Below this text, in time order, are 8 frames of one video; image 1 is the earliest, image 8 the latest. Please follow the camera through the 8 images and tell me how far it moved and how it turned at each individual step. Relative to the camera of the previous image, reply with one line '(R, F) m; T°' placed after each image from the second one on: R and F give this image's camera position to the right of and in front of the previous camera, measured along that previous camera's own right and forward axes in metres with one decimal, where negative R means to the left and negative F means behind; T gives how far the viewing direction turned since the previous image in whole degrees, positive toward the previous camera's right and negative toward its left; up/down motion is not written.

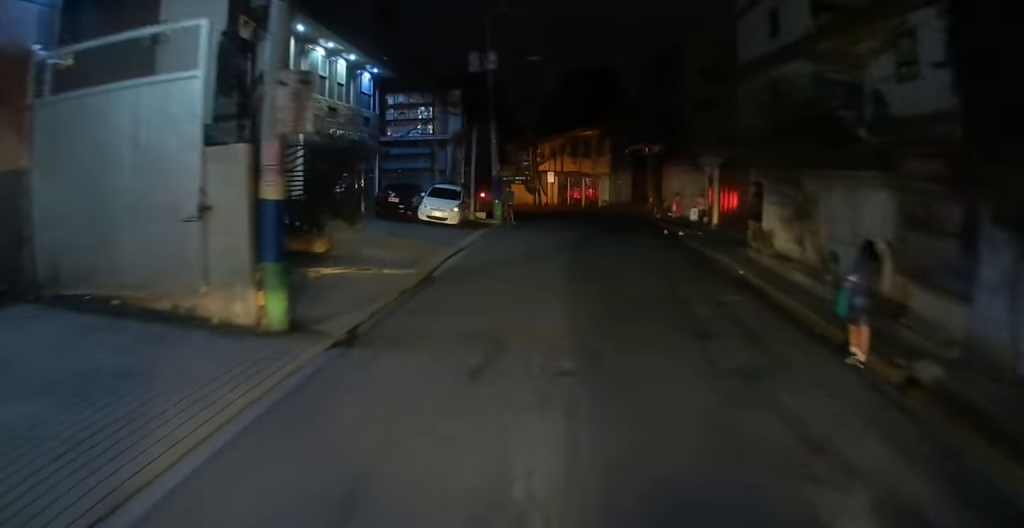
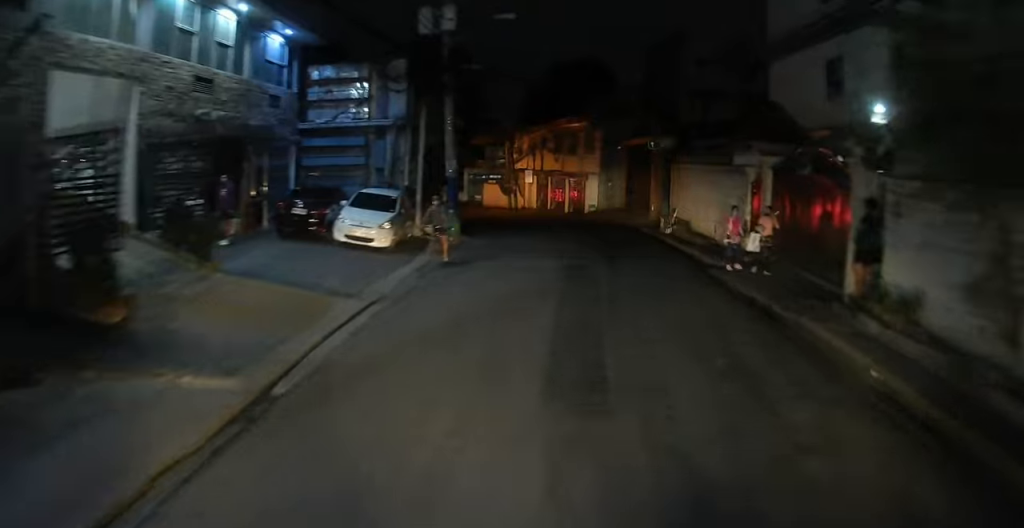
(-0.2, +6.6) m; +2°
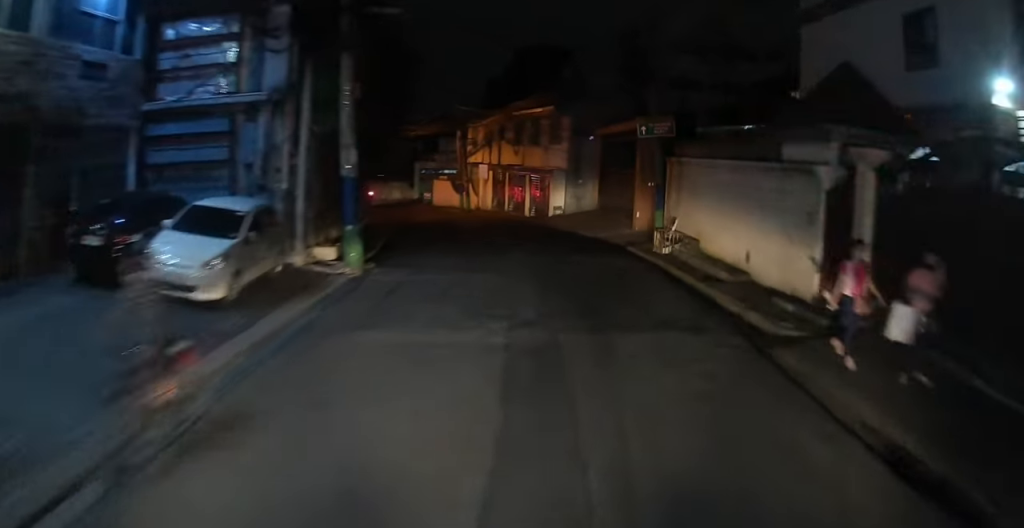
(+0.5, +6.7) m; +4°
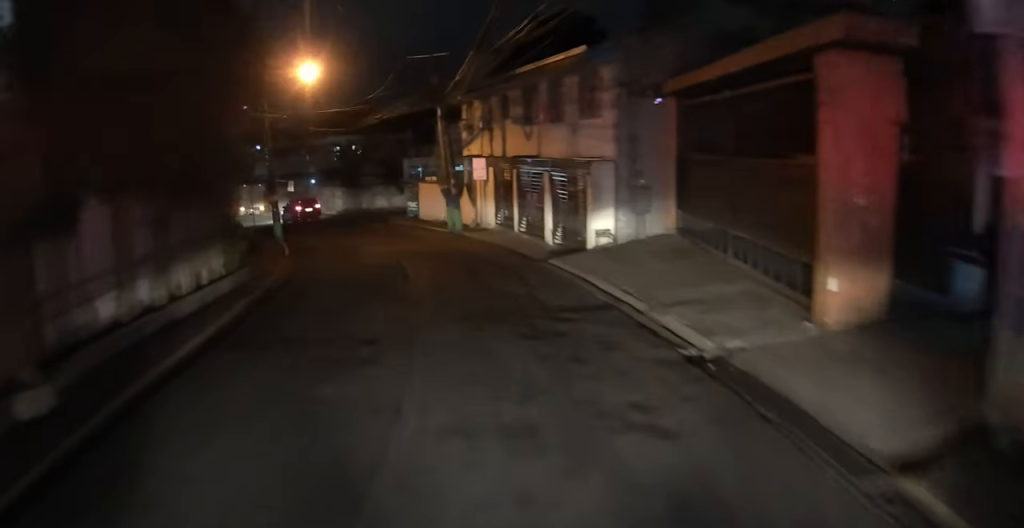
(+1.4, +15.0) m; +1°
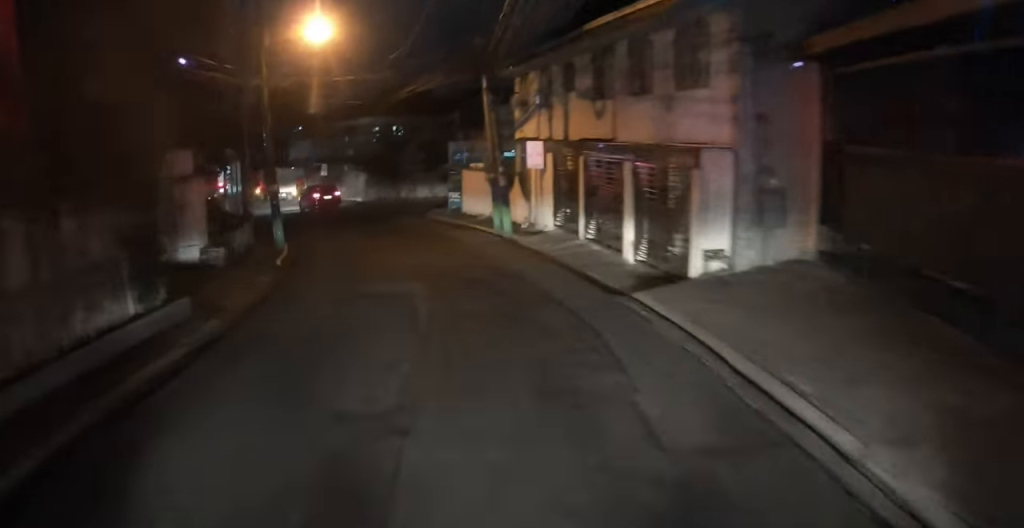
(-0.9, +5.5) m; -12°
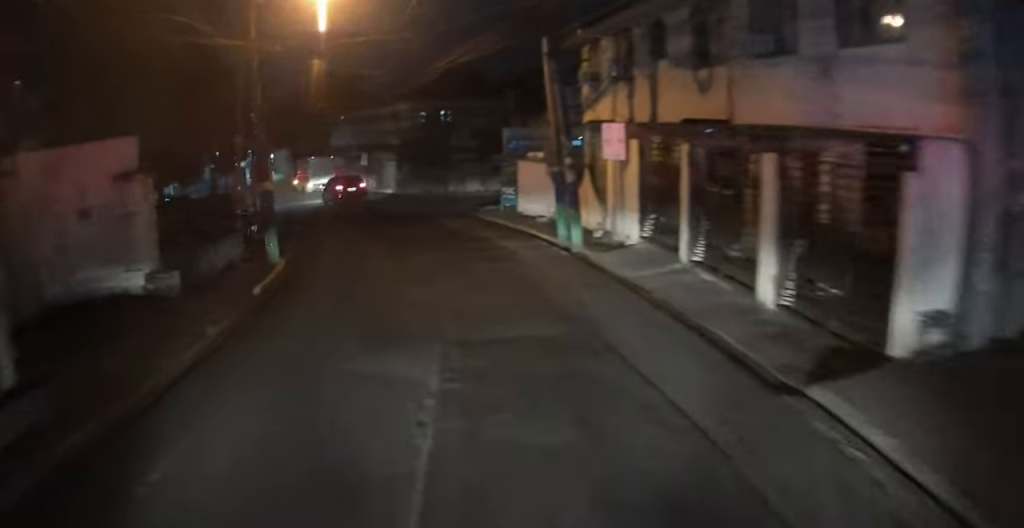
(-0.6, +5.5) m; -7°
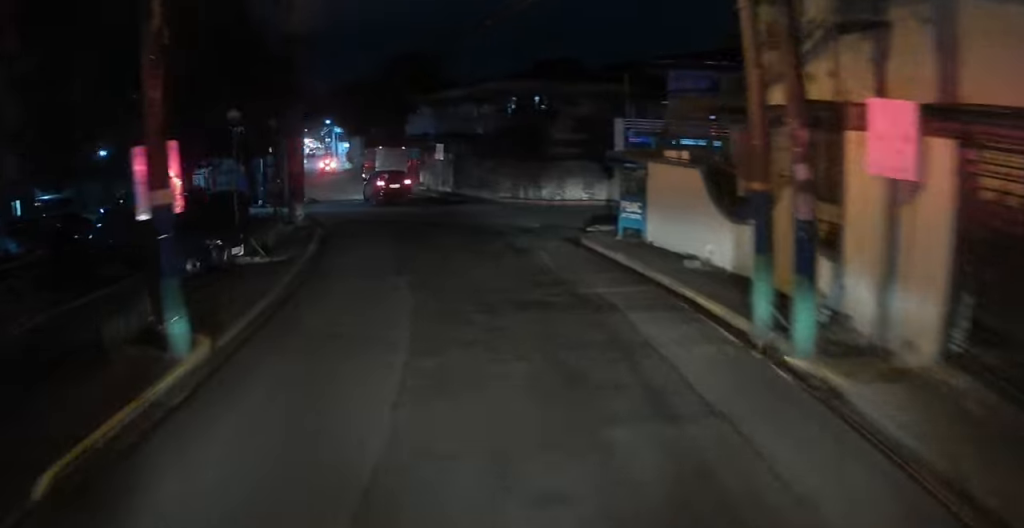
(-0.5, +9.4) m; -2°
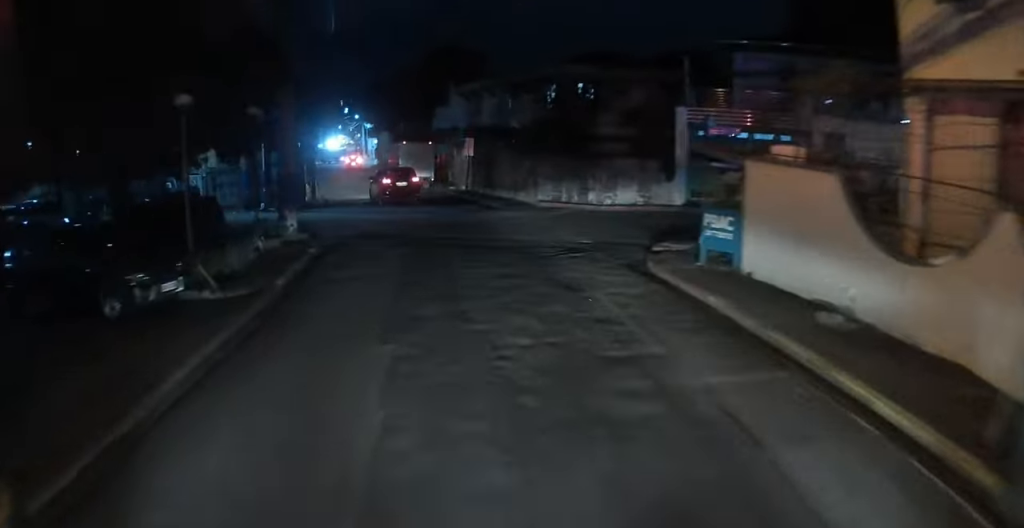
(+0.1, +4.9) m; 0°
